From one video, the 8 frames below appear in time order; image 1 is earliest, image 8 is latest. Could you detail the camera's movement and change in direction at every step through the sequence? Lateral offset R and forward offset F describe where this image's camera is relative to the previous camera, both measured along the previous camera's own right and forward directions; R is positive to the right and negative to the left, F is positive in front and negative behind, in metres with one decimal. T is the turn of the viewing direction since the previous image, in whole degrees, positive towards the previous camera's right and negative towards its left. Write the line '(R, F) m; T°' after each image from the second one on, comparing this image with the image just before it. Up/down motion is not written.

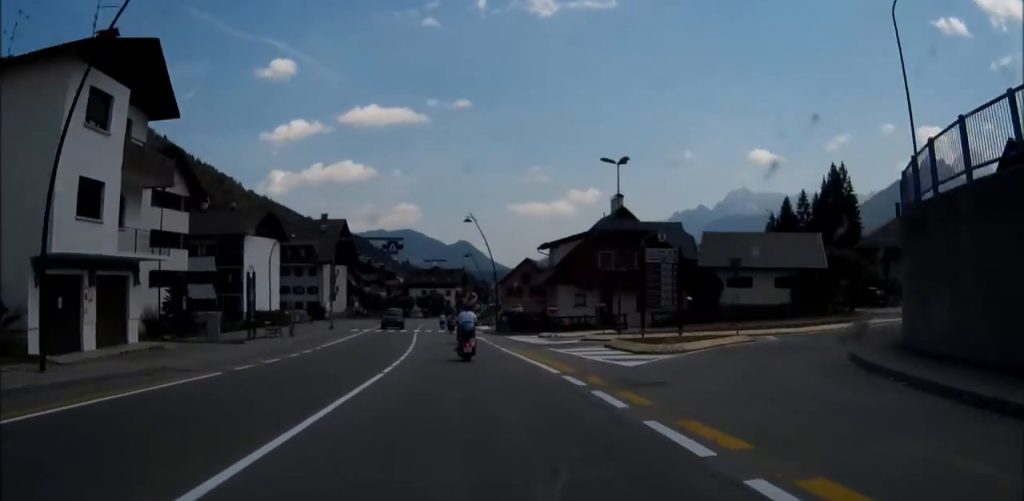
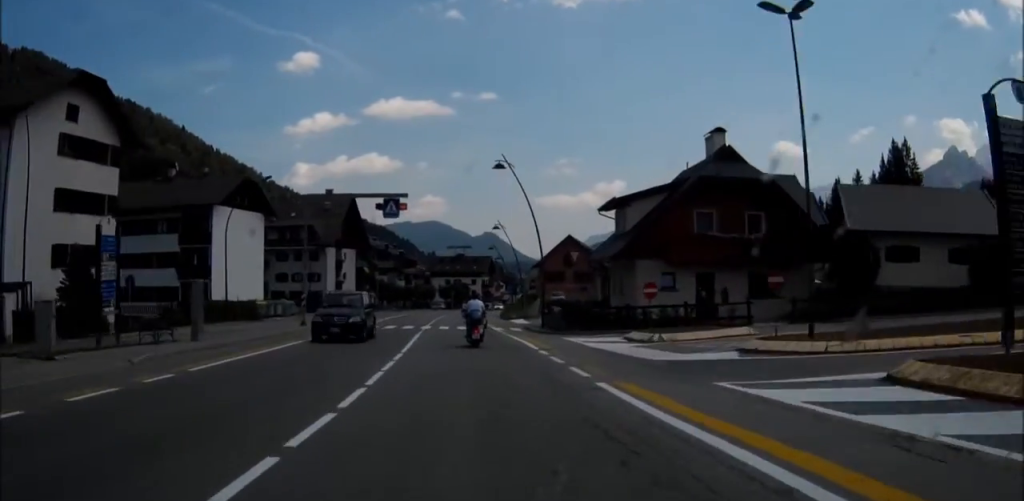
(-0.2, +17.7) m; -2°
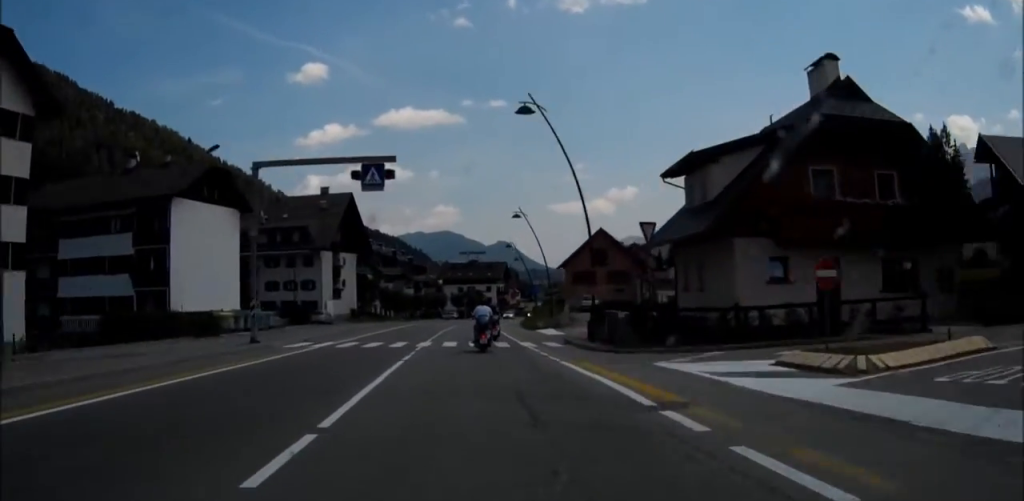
(-0.2, +12.1) m; -1°
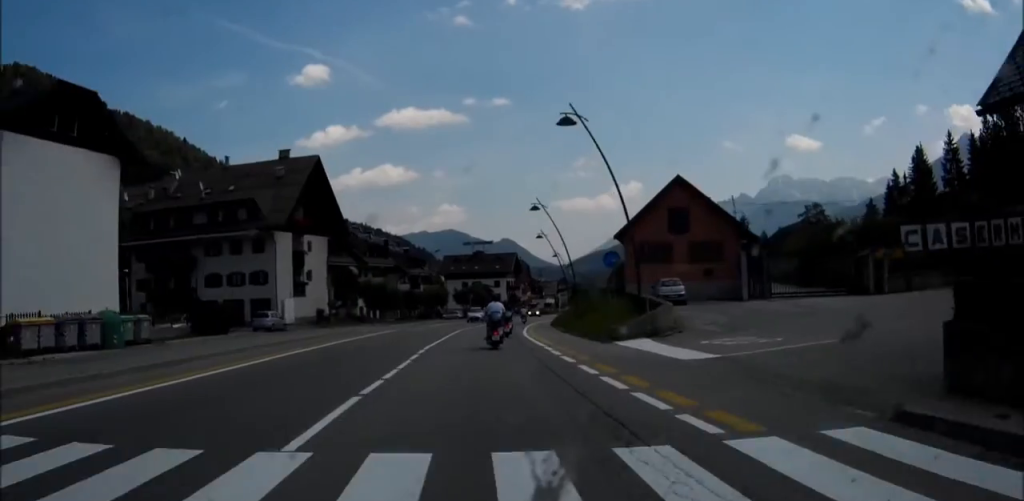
(-0.4, +24.3) m; 0°
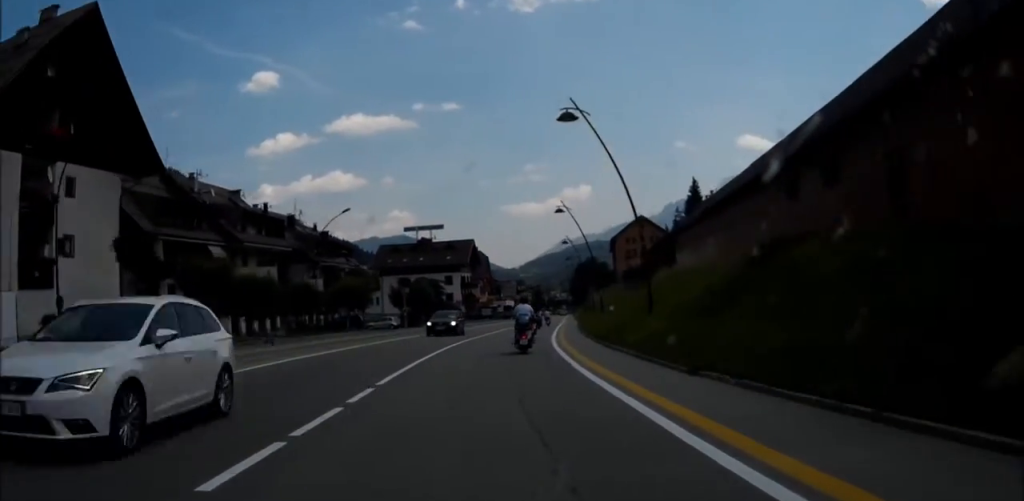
(+0.9, +42.4) m; +4°
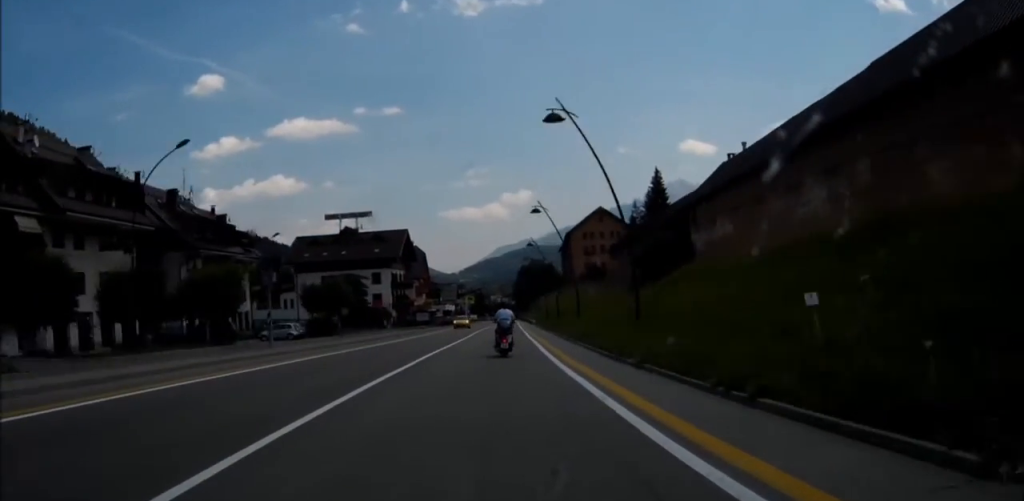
(+0.7, +23.8) m; +3°
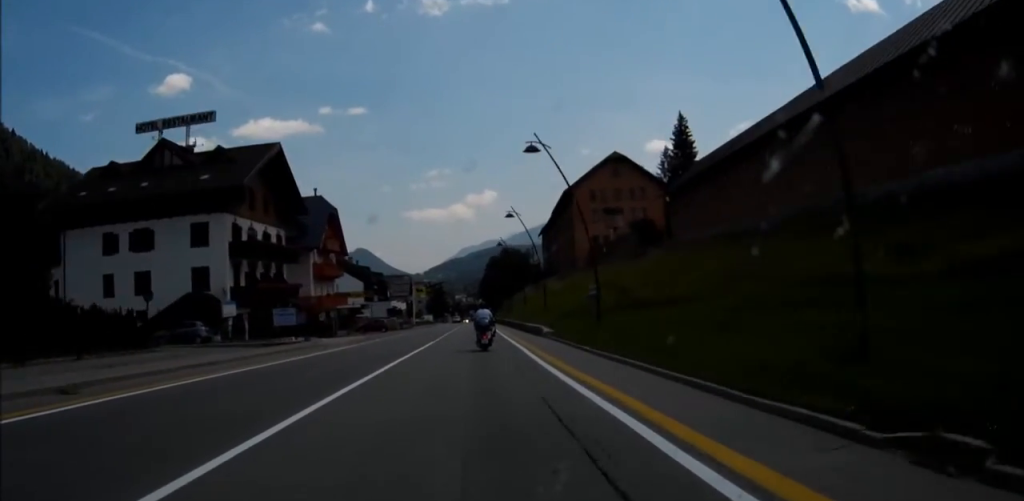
(+2.4, +58.1) m; +5°
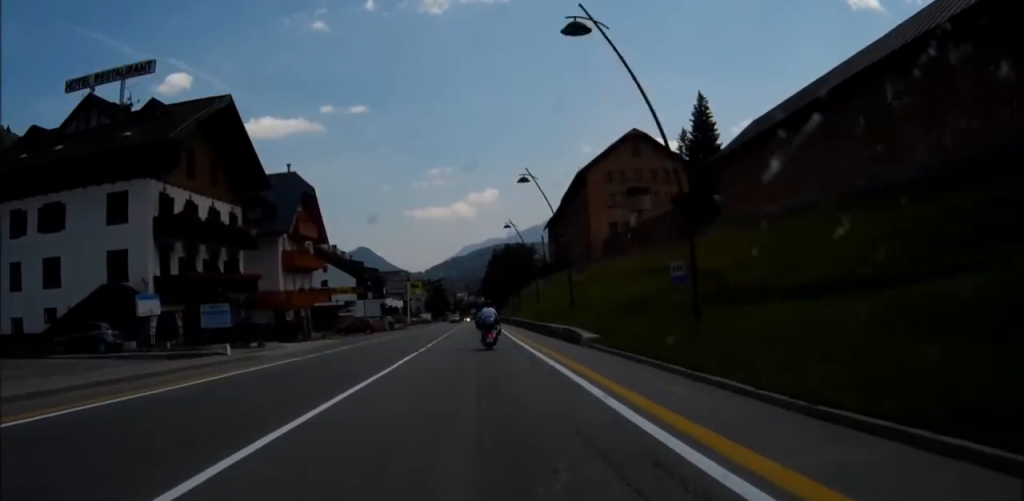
(-0.1, +12.7) m; +1°
